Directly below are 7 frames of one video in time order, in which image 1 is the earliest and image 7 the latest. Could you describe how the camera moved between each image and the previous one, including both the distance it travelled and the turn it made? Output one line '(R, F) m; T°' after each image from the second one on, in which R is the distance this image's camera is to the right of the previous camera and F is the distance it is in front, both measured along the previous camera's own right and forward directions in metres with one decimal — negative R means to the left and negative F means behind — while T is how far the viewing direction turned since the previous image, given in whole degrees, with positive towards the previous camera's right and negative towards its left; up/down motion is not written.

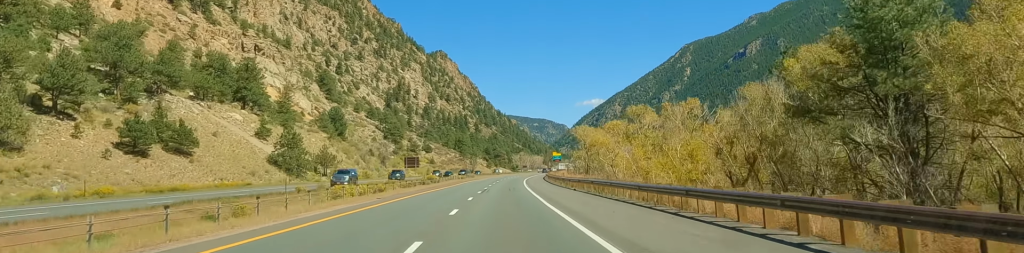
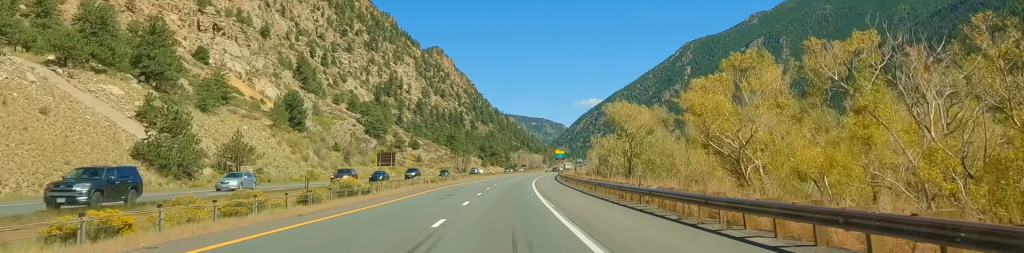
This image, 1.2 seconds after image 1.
(+0.3, +41.4) m; +1°
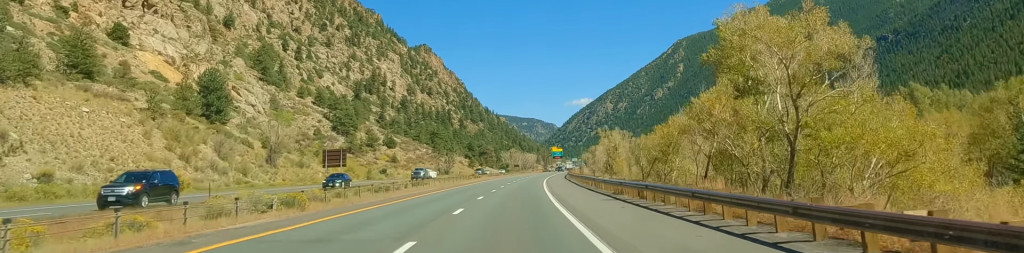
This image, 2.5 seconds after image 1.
(+0.2, +43.7) m; +1°
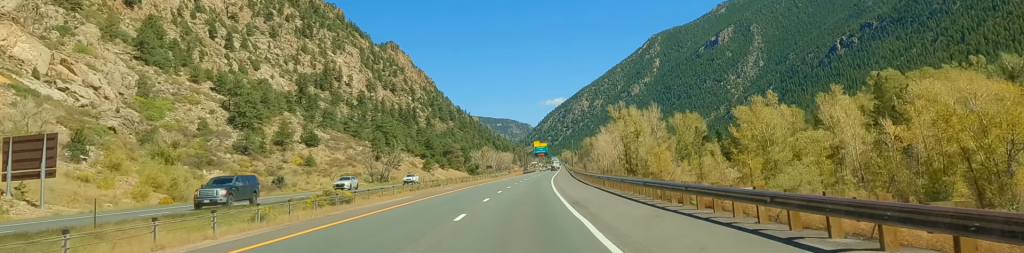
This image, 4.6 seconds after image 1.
(+1.3, +74.5) m; +1°
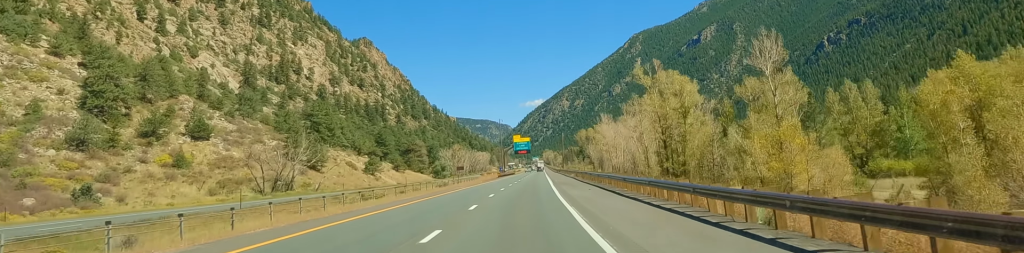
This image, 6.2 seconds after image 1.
(+0.2, +54.7) m; +2°
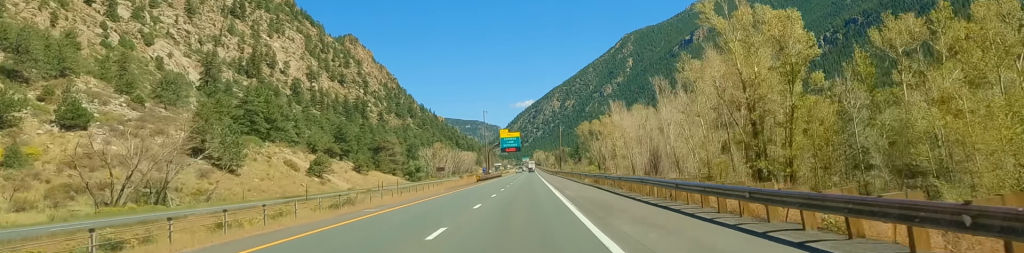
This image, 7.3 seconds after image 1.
(+0.1, +35.3) m; +1°
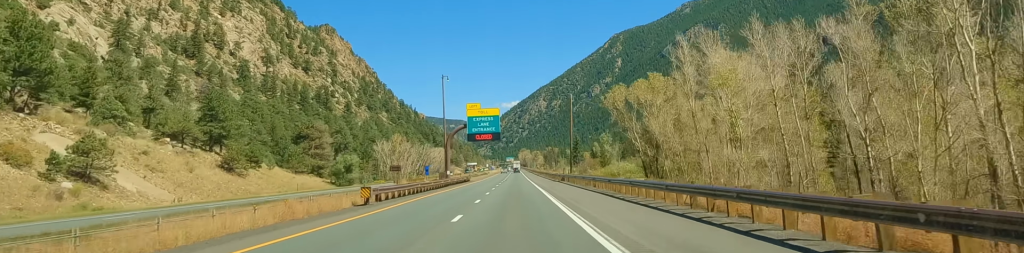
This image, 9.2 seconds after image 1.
(+2.3, +67.1) m; 0°
